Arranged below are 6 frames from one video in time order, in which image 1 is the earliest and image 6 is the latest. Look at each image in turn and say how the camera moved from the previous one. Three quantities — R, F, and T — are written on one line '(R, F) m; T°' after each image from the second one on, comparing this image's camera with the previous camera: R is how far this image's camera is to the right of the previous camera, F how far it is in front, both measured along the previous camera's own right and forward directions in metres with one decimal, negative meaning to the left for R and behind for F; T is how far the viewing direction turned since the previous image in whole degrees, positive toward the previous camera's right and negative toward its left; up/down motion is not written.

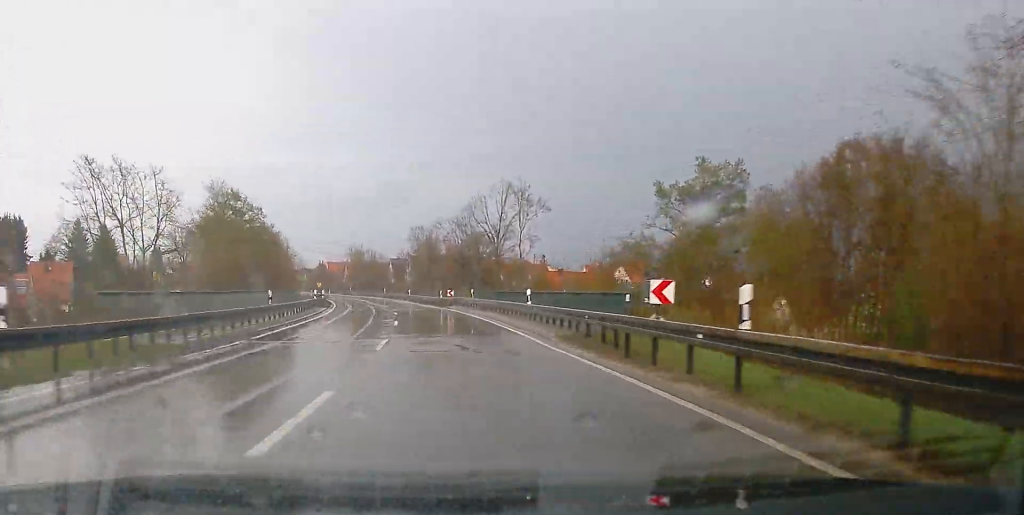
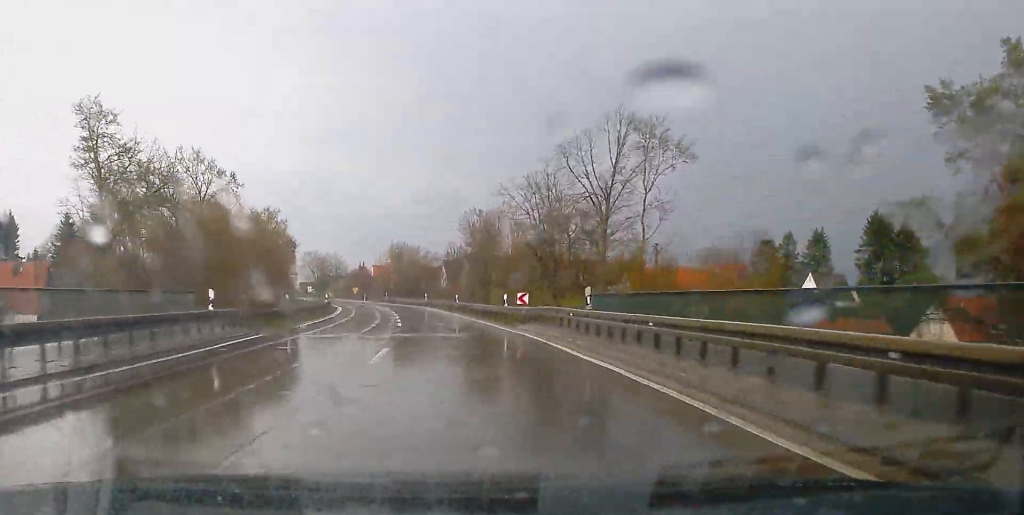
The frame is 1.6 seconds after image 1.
(-0.9, +29.2) m; -4°
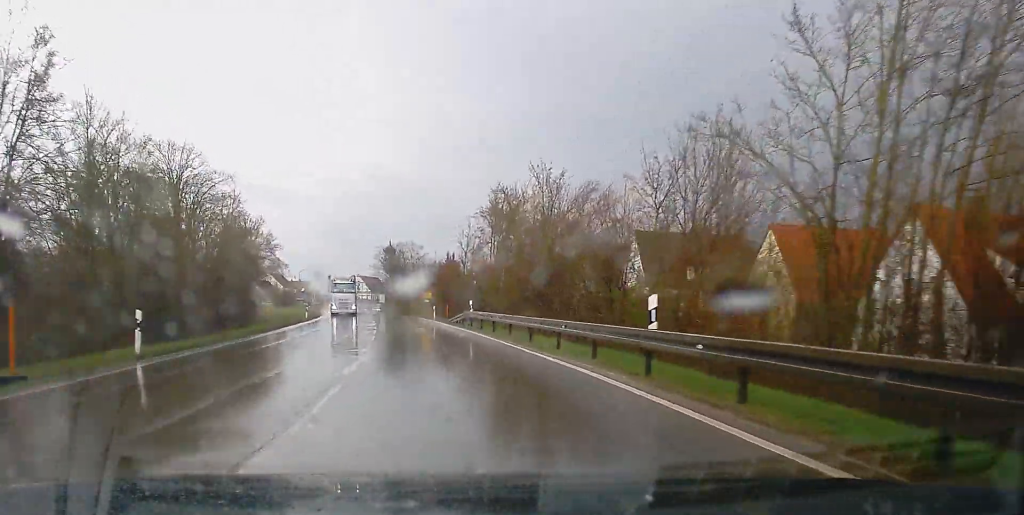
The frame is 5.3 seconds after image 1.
(-4.8, +65.2) m; -9°
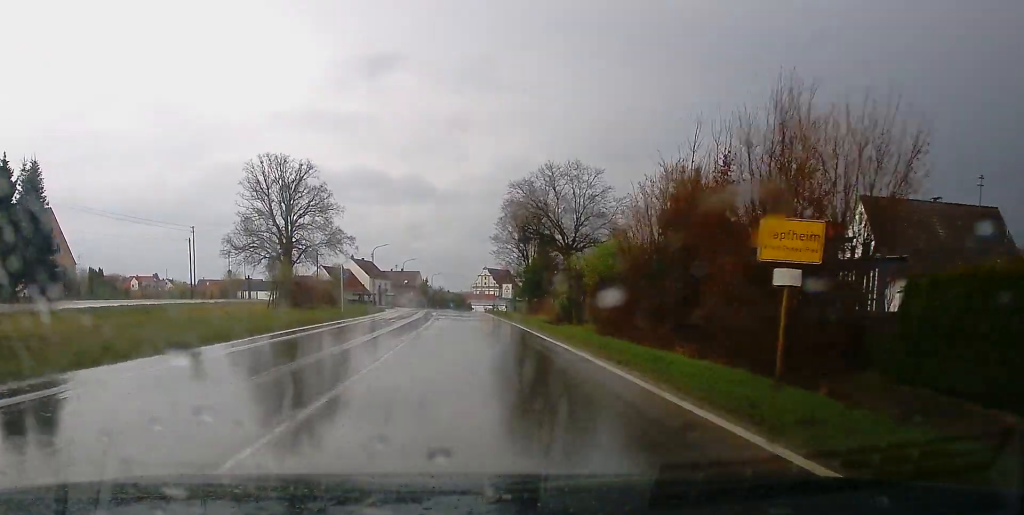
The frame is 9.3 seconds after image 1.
(-4.9, +67.8) m; -7°
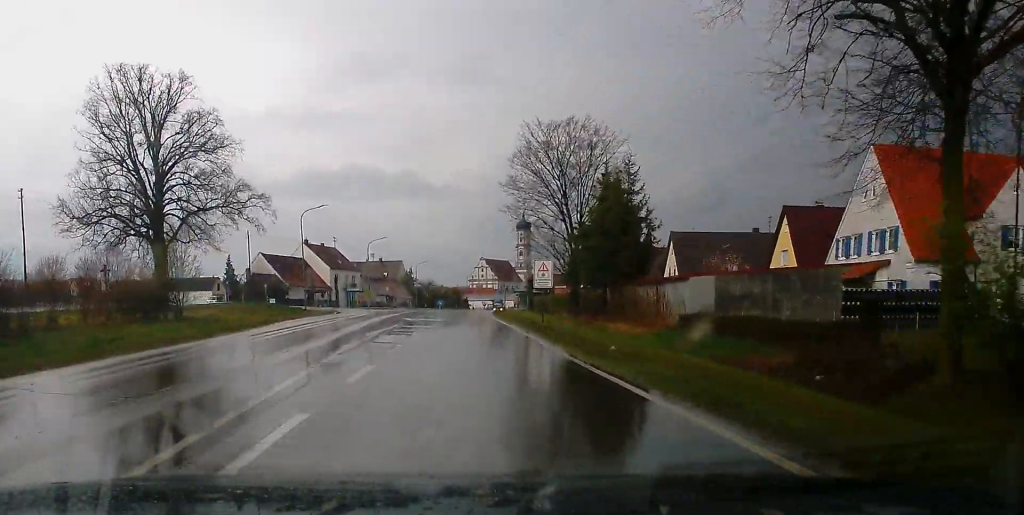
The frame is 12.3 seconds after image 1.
(-1.0, +45.3) m; -2°
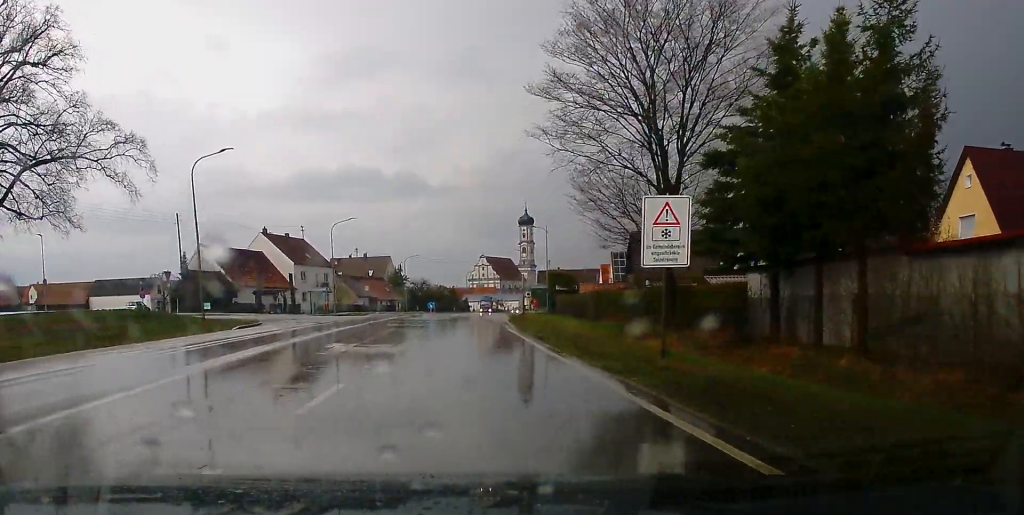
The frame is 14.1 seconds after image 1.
(0.0, +26.4) m; 0°
